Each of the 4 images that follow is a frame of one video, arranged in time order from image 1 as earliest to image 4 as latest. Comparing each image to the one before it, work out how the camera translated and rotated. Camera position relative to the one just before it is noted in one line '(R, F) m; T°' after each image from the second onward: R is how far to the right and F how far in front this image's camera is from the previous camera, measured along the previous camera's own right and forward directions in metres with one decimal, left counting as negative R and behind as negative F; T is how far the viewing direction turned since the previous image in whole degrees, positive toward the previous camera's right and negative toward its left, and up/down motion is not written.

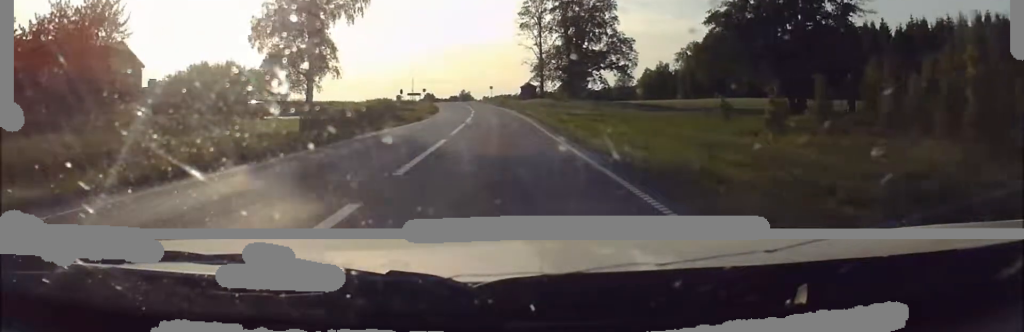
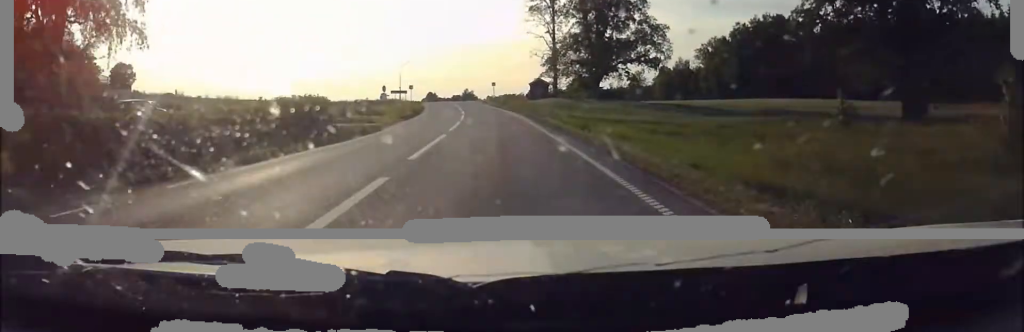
(-0.1, +21.5) m; -1°
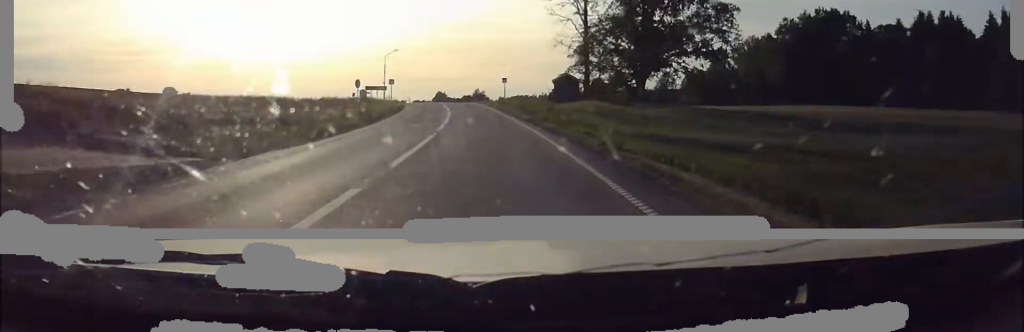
(-0.3, +24.9) m; -1°
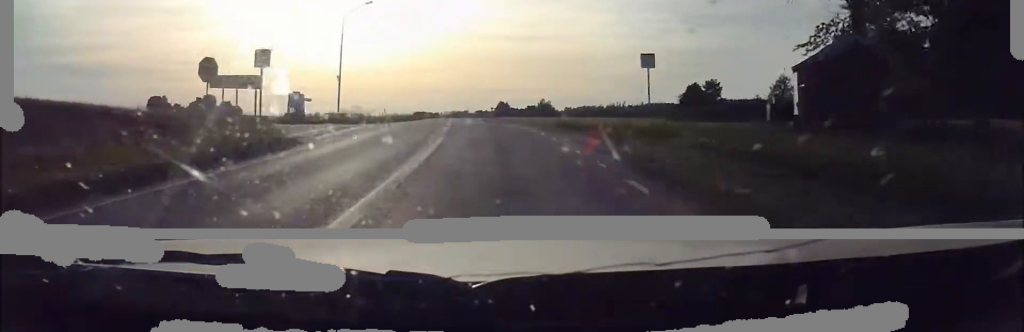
(-1.0, +49.1) m; -2°
